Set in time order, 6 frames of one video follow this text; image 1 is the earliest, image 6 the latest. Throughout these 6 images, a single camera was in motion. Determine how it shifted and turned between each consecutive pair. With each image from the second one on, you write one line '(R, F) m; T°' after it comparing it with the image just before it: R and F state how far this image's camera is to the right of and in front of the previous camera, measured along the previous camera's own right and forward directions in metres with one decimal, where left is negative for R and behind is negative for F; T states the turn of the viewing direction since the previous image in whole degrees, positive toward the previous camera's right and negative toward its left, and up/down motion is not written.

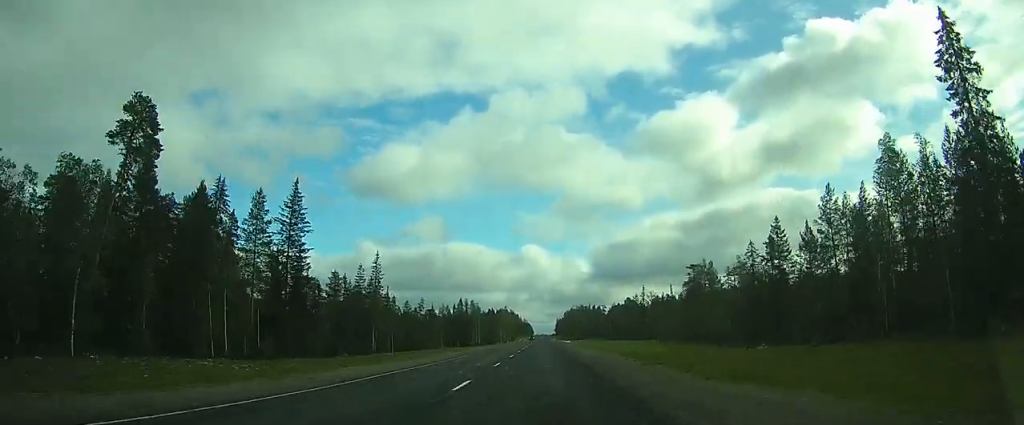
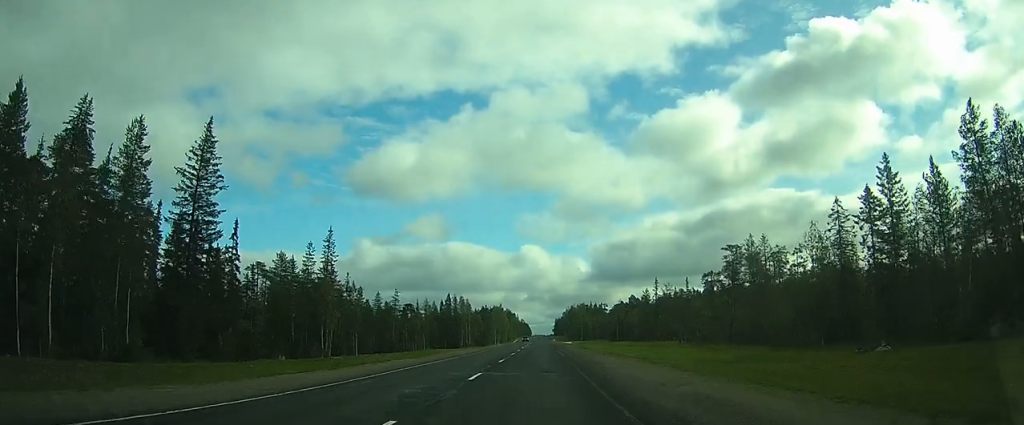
(+0.1, +20.7) m; 0°
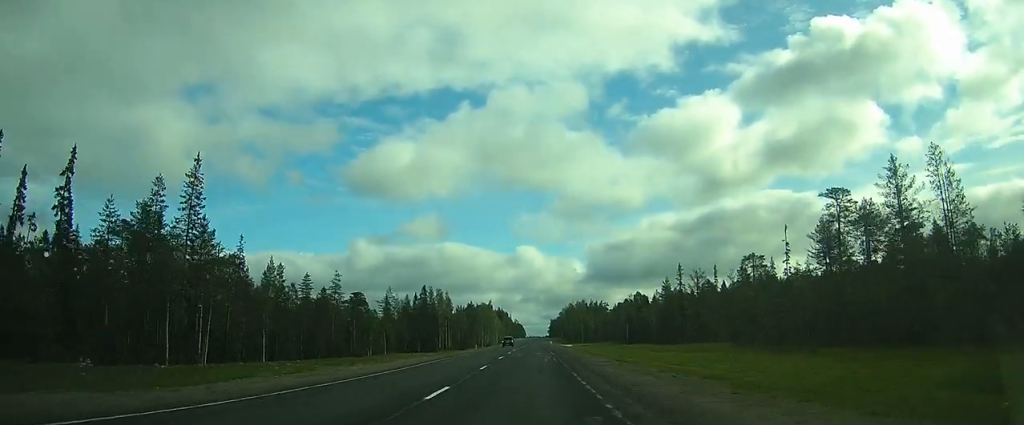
(0.0, +30.0) m; +1°
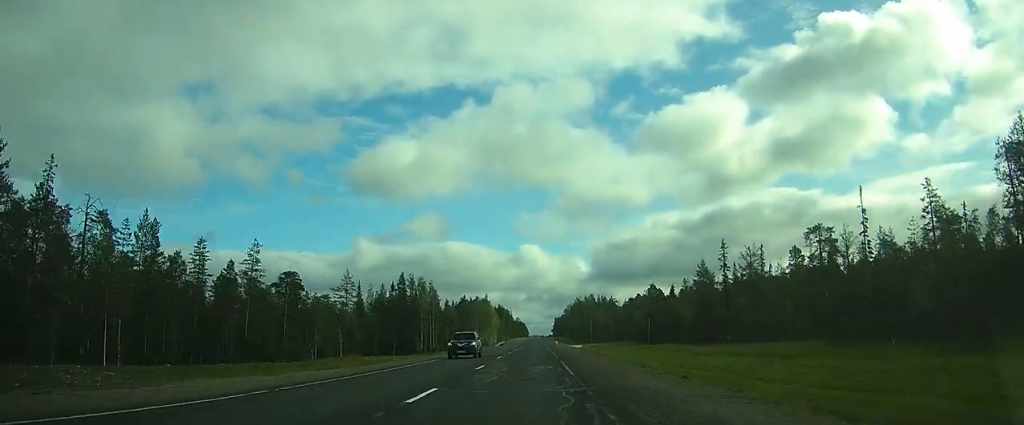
(+0.5, +25.6) m; +1°
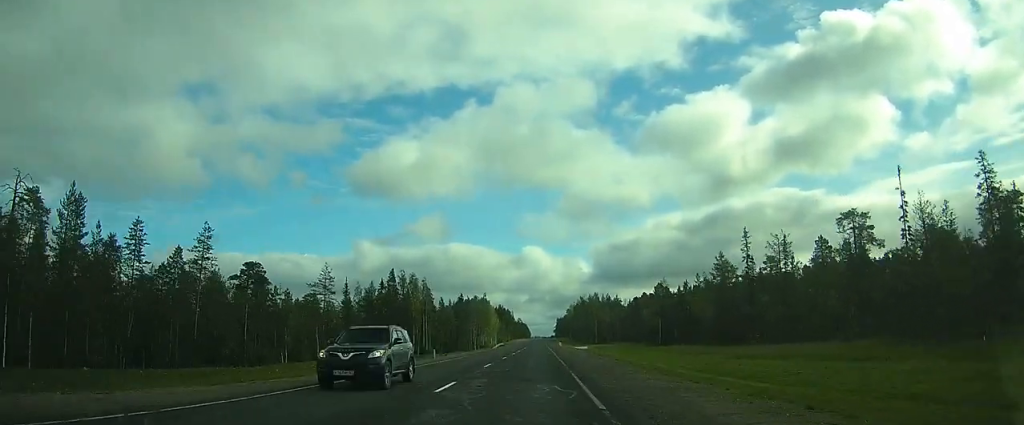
(0.0, +9.4) m; 0°
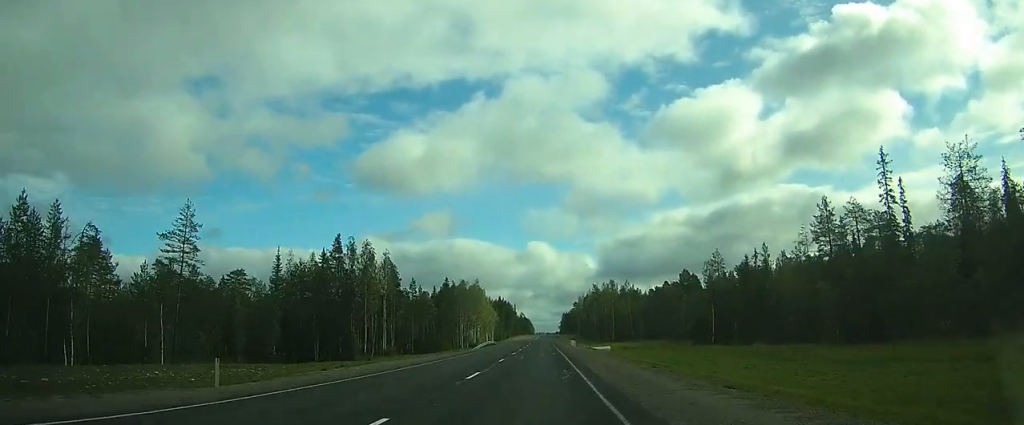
(-0.2, +32.7) m; -1°
